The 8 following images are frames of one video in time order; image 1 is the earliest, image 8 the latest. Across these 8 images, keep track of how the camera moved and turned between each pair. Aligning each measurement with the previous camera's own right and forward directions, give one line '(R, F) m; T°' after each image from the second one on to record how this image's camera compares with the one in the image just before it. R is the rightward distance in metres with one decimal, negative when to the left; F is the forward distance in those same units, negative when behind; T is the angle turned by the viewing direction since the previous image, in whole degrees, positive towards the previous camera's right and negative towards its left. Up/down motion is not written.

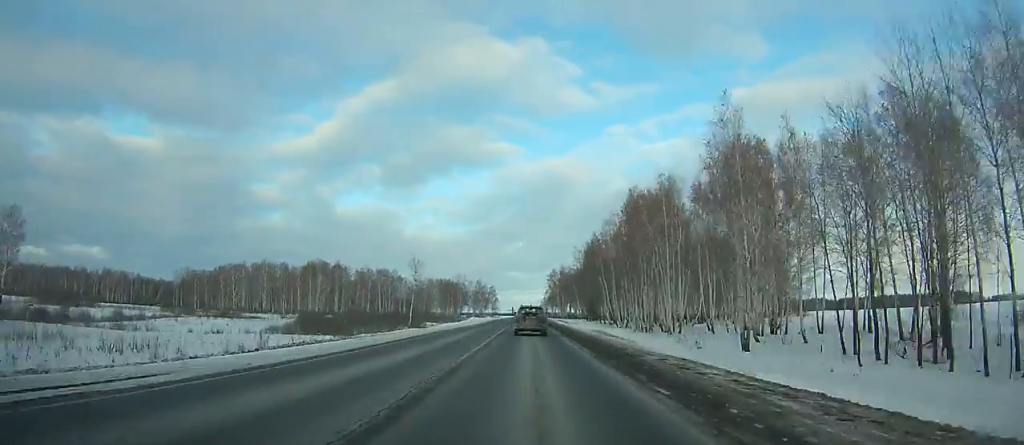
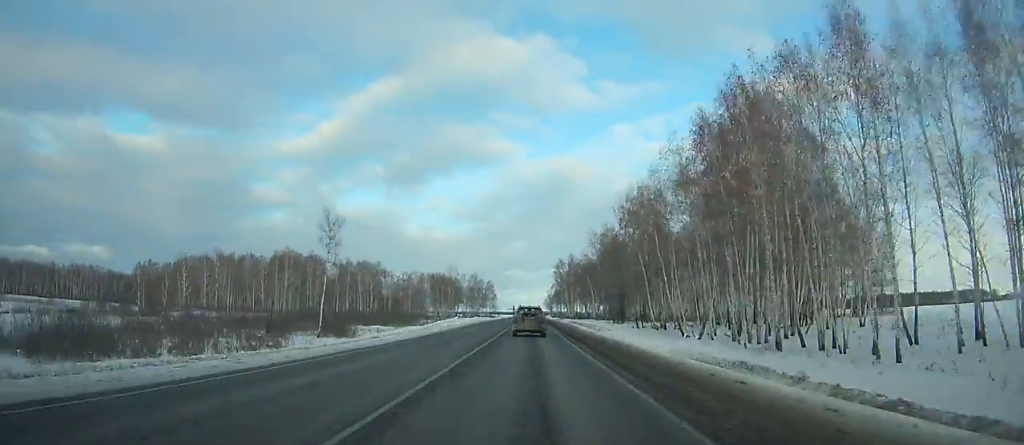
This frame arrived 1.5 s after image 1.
(+0.1, +39.4) m; 0°
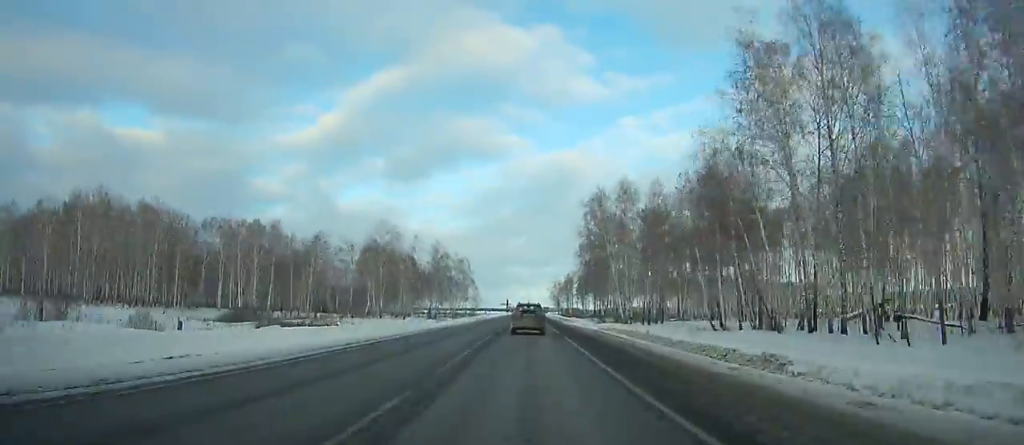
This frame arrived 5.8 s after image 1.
(+0.3, +113.2) m; 0°
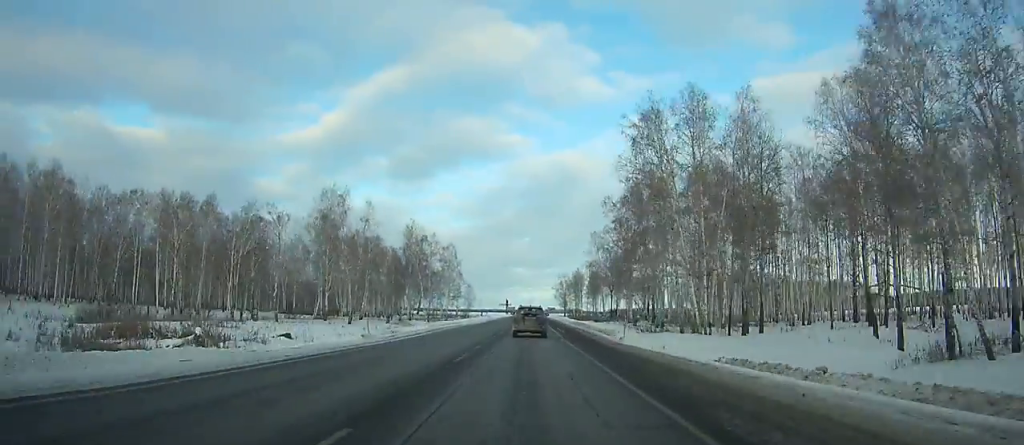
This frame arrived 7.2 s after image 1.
(-0.1, +37.0) m; 0°
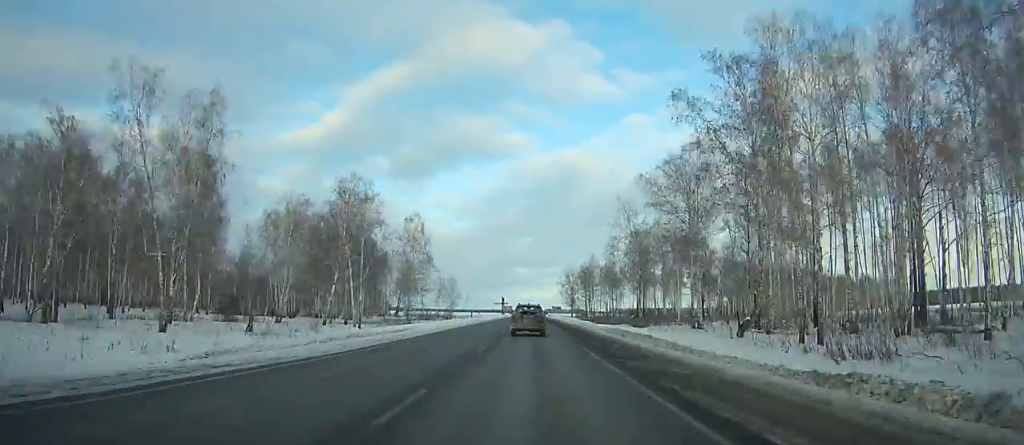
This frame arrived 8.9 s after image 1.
(0.0, +44.9) m; 0°
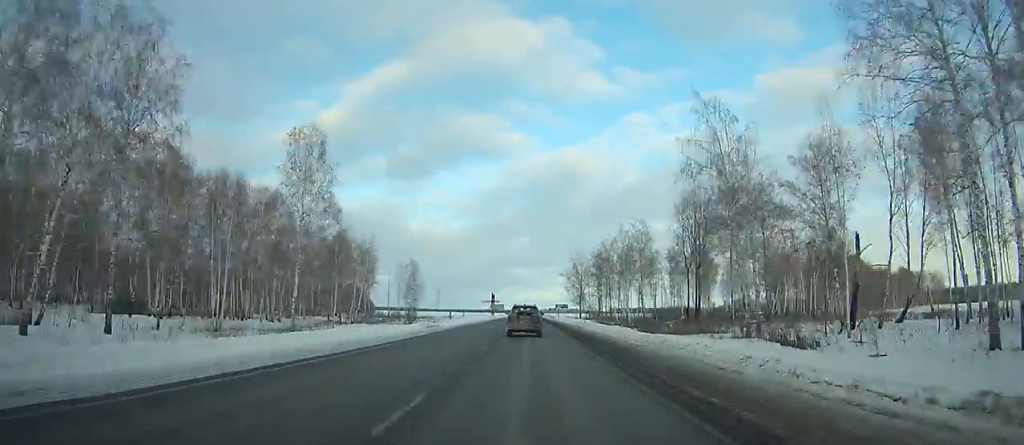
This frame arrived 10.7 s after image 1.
(-0.1, +47.8) m; 0°
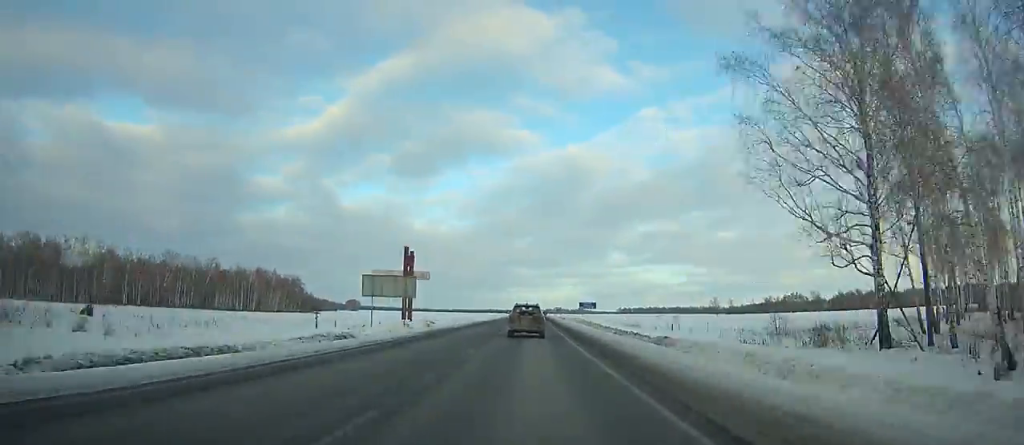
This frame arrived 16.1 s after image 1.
(+0.6, +143.6) m; 0°
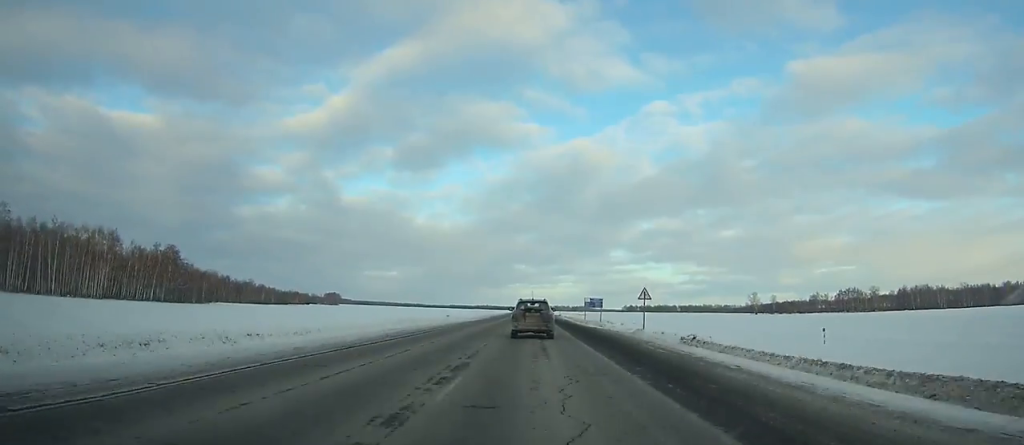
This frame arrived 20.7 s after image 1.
(-0.1, +121.6) m; 0°
